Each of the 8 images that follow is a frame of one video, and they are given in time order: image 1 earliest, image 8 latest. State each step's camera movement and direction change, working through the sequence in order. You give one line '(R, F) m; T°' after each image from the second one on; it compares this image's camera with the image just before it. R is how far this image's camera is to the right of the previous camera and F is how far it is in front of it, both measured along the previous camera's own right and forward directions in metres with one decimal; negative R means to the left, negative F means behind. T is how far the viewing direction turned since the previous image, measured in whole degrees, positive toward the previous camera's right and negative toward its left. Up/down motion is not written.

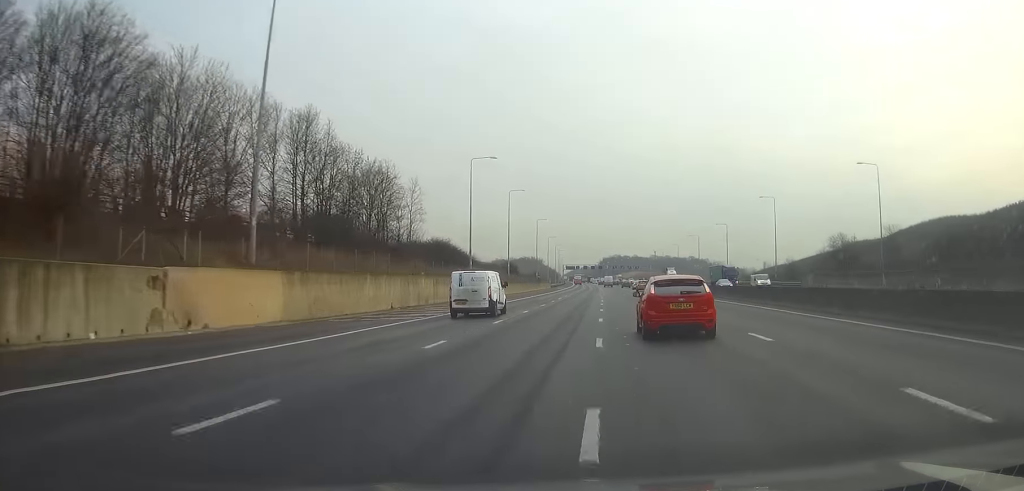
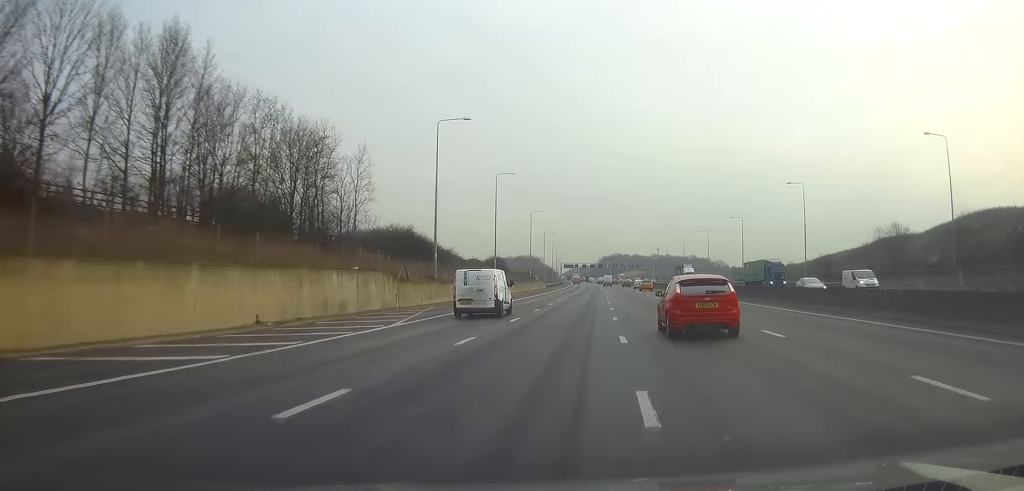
(0.0, +18.7) m; 0°
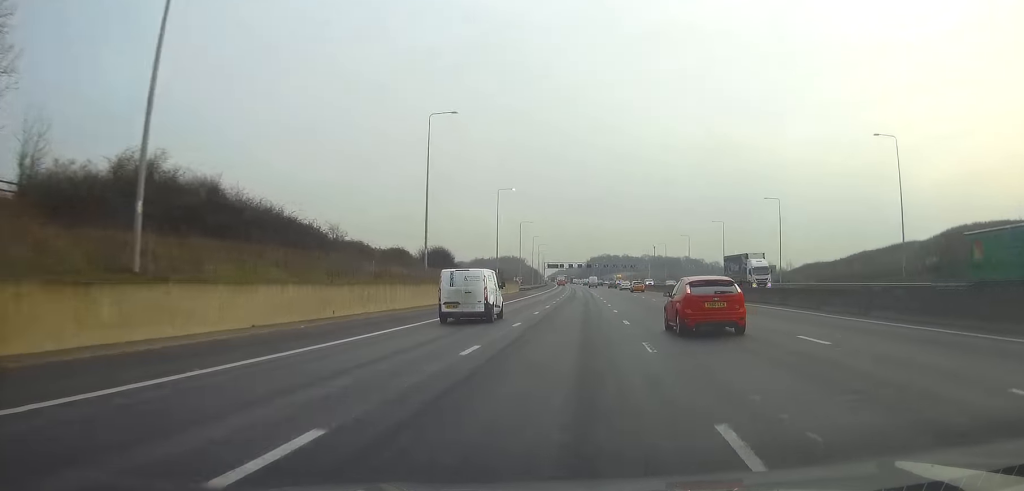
(+0.2, +41.3) m; +1°
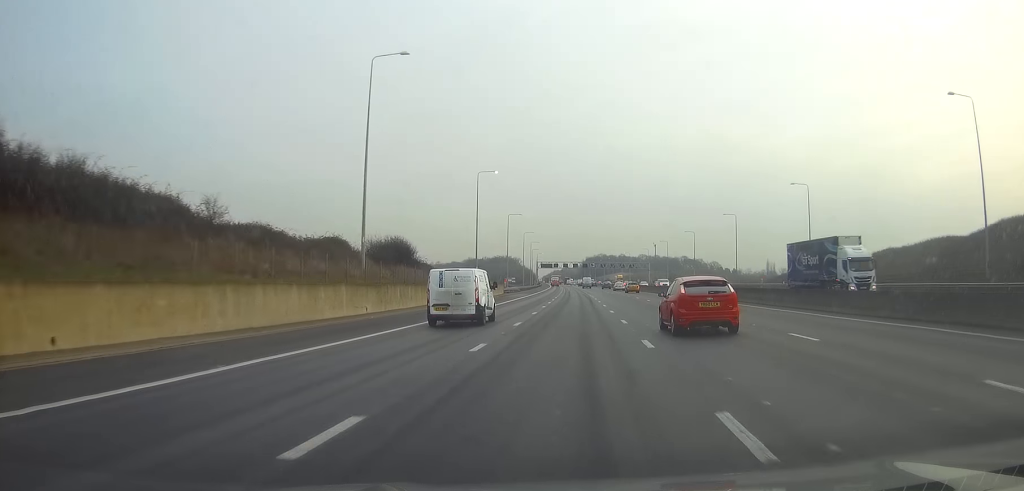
(+0.1, +18.7) m; 0°
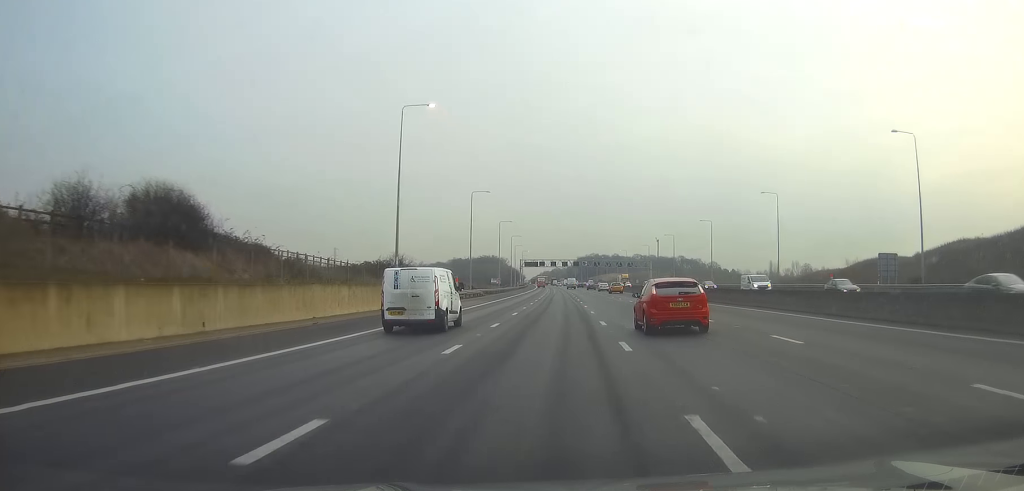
(+0.2, +39.6) m; +1°
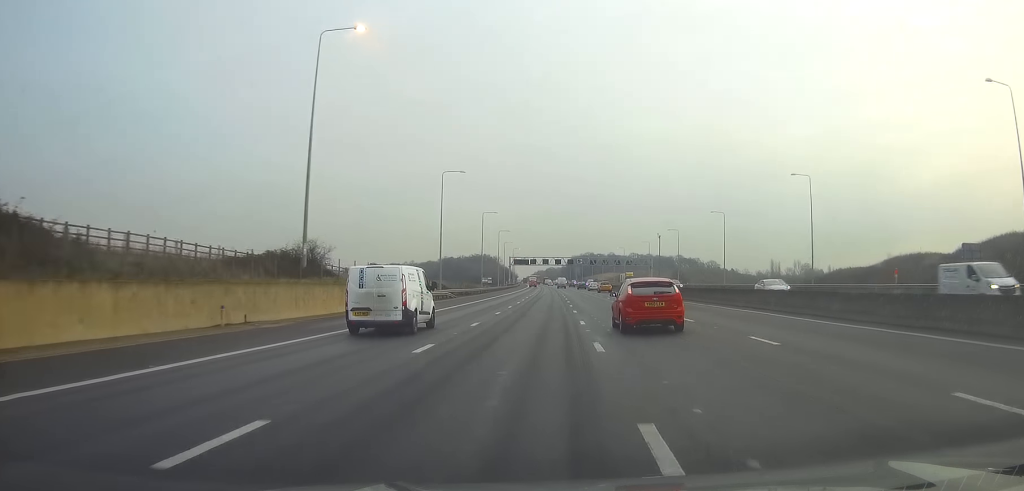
(0.0, +20.0) m; 0°
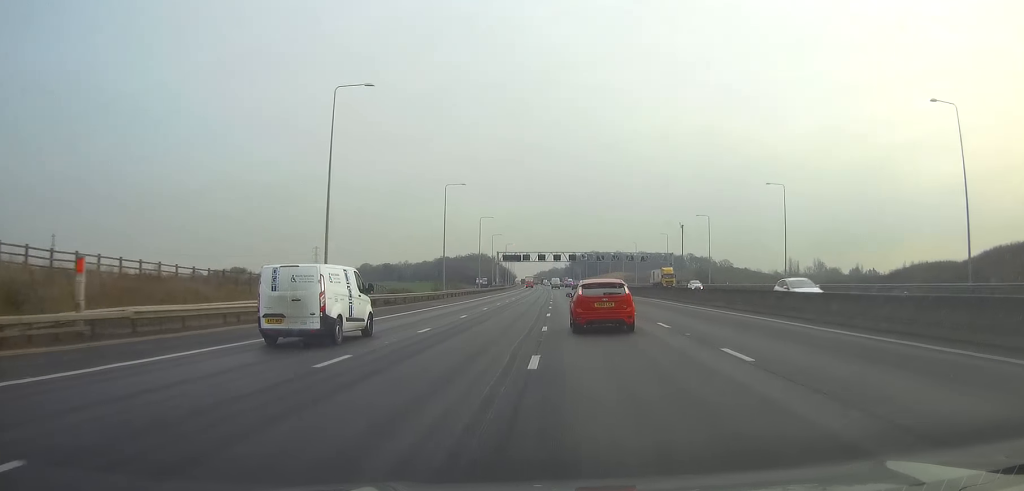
(-0.1, +42.3) m; -1°
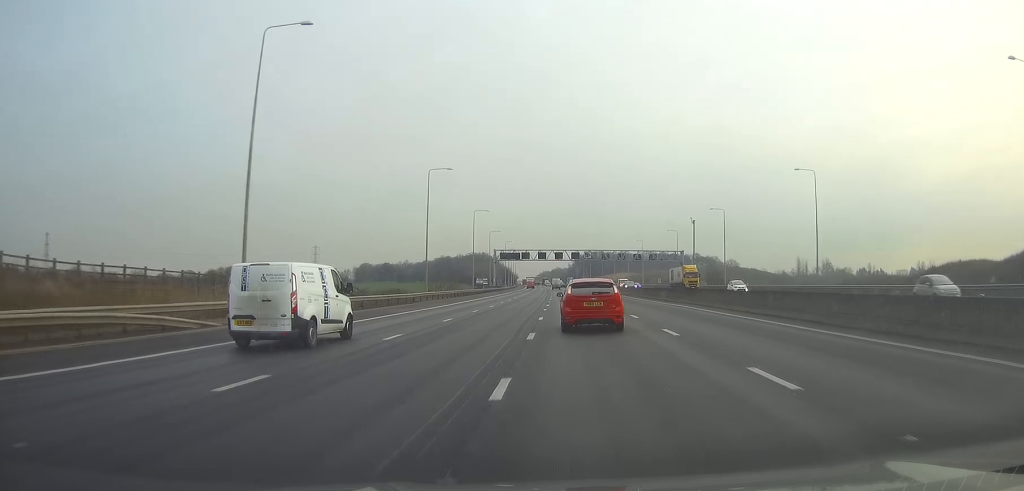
(-0.1, +13.3) m; 0°
